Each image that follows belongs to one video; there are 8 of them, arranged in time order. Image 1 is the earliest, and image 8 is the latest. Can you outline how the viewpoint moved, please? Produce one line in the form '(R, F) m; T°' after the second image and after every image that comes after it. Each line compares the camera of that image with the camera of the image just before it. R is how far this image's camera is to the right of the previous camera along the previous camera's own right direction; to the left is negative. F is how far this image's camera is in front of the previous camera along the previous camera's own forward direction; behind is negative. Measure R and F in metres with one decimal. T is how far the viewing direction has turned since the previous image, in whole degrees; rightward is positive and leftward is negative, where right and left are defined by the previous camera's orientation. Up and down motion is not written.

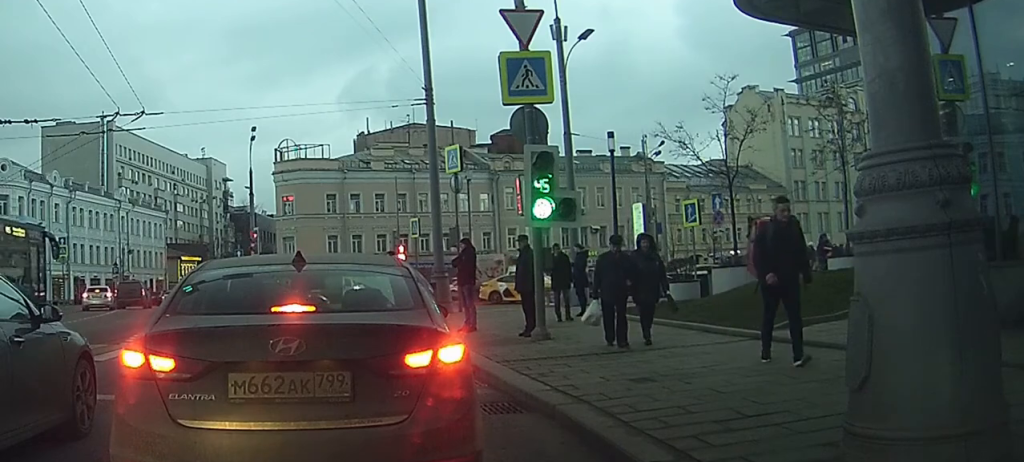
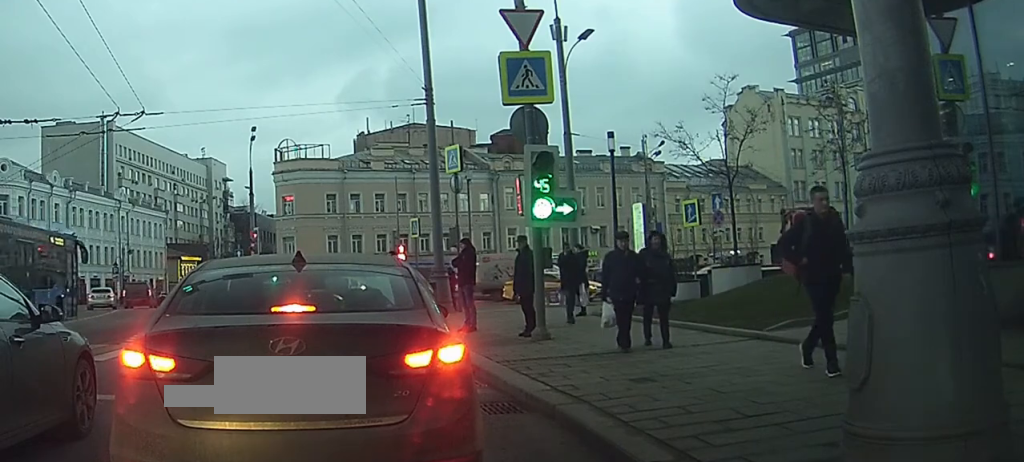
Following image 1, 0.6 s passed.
(0.0, 0.0) m; 0°
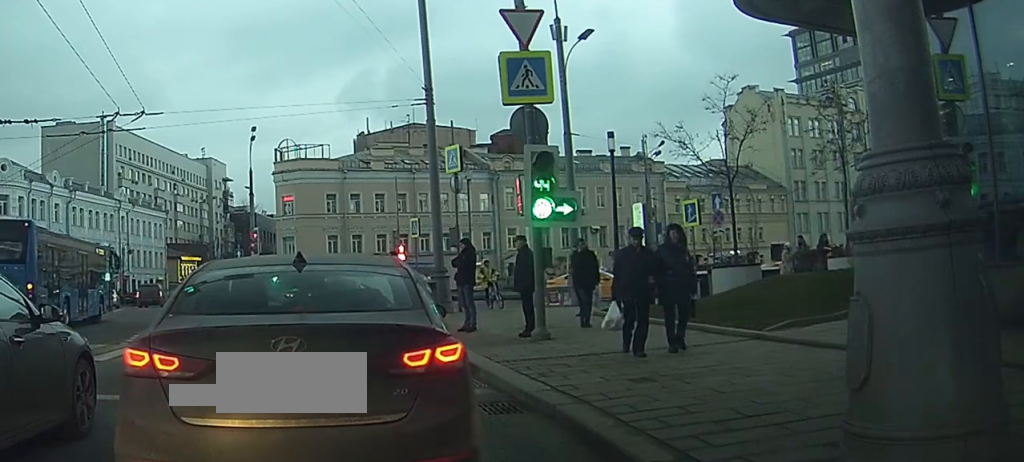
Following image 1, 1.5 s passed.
(0.0, 0.0) m; 0°
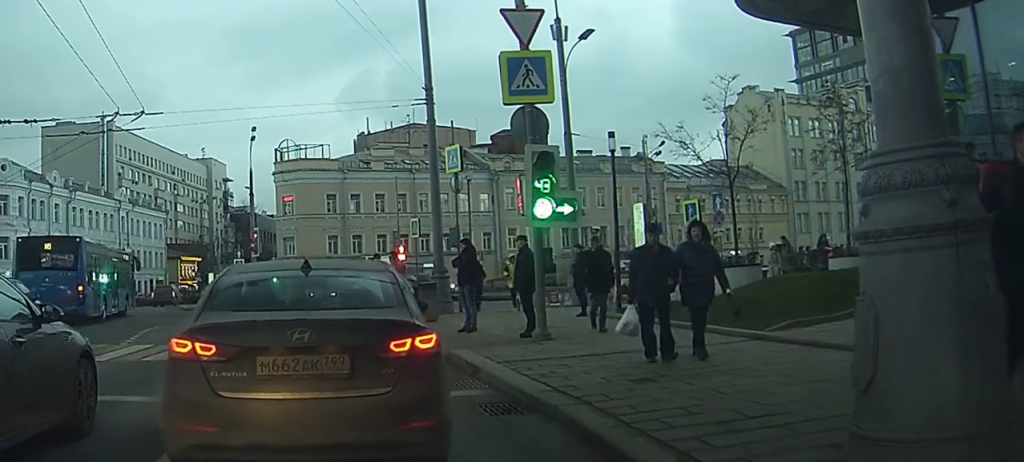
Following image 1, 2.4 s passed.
(0.0, 0.0) m; 0°
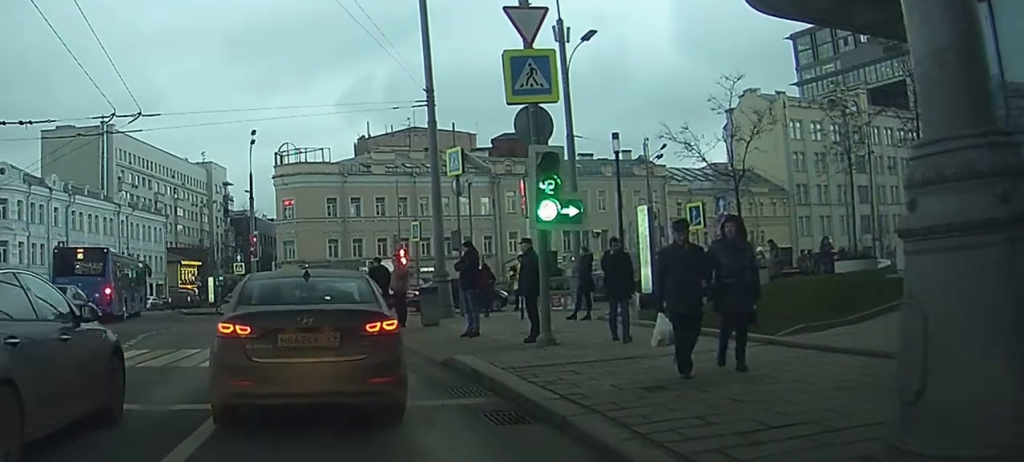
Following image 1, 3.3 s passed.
(+0.1, +0.1) m; 0°
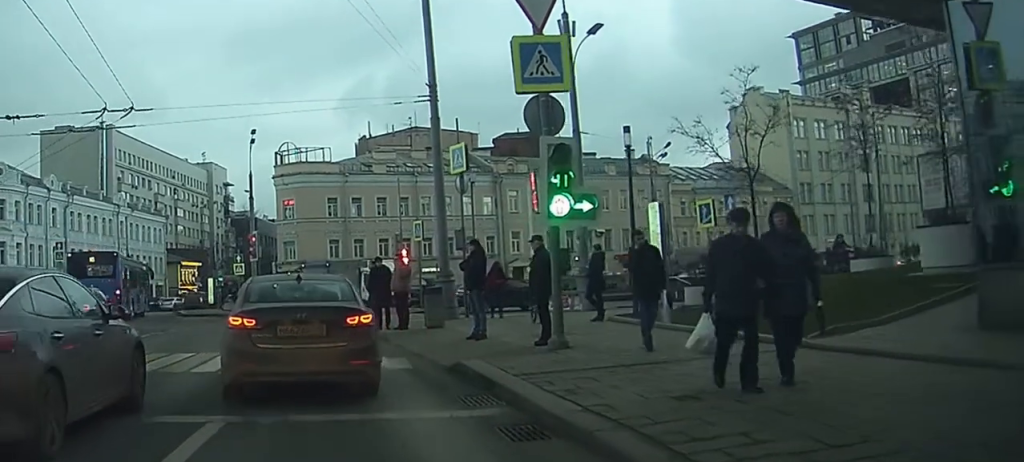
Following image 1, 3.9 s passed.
(+0.2, +0.2) m; 0°
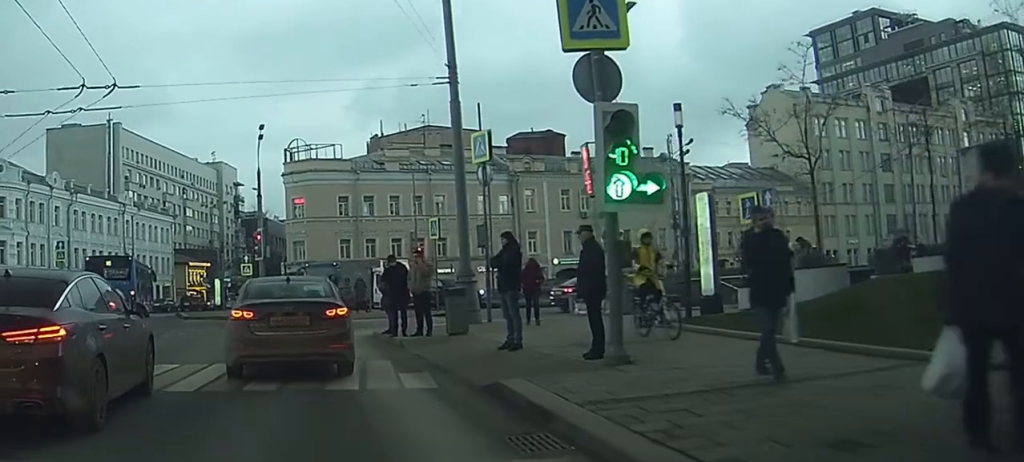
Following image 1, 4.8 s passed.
(+0.1, +1.4) m; 0°
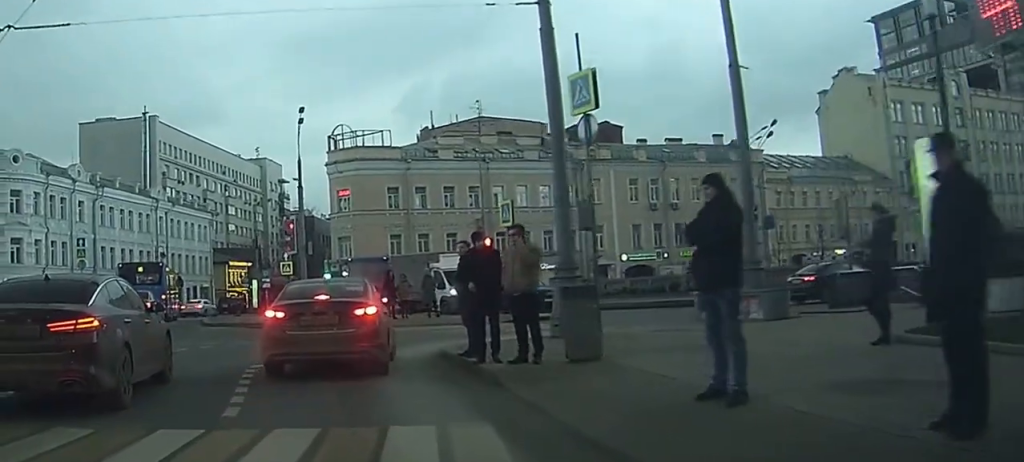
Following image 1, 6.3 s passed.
(-0.1, +4.9) m; -2°
